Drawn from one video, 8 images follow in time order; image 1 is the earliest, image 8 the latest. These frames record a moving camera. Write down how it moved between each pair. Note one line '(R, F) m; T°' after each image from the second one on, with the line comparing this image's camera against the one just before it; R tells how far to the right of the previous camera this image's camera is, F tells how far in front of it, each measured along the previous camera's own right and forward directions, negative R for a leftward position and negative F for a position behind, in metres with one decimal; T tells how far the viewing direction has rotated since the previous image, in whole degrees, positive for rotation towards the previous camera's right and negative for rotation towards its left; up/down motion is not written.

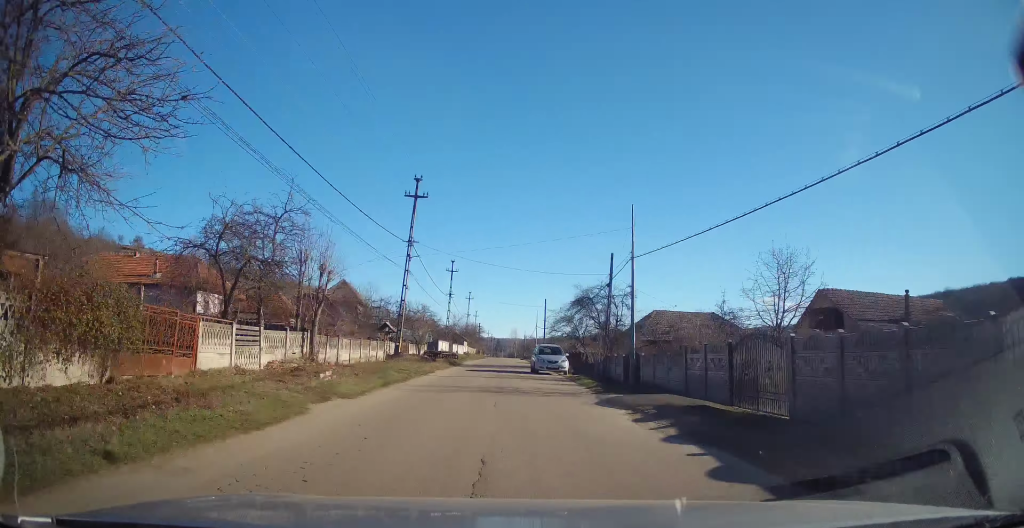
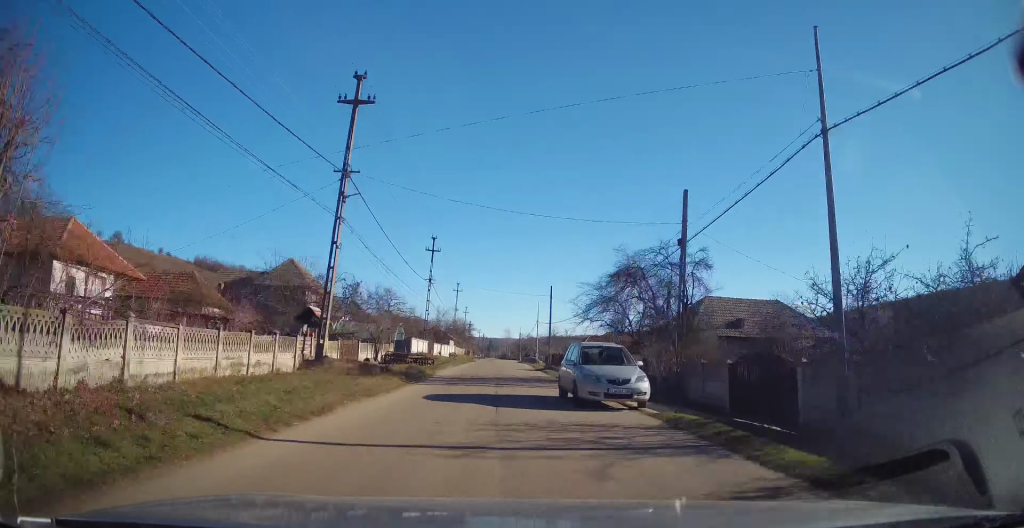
(+0.2, +14.9) m; +1°
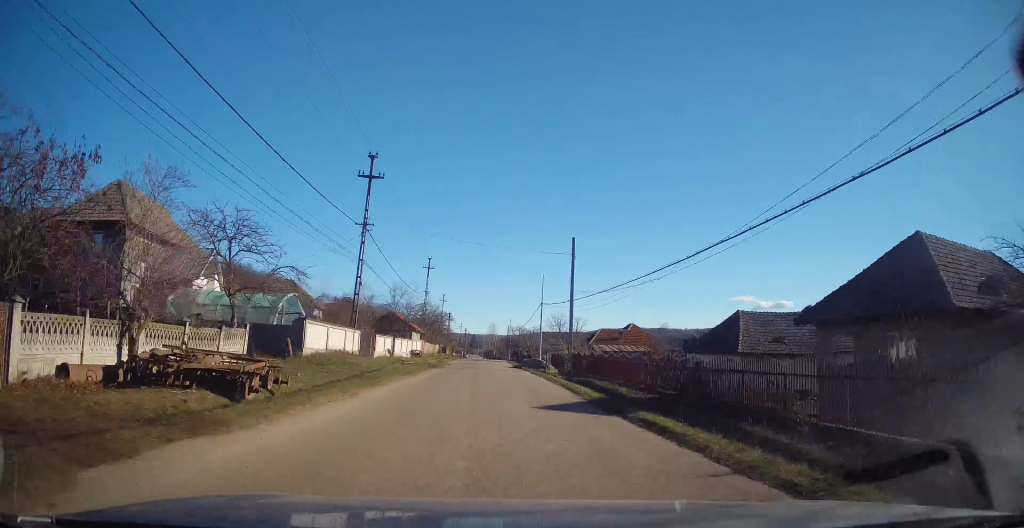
(0.0, +23.1) m; 0°
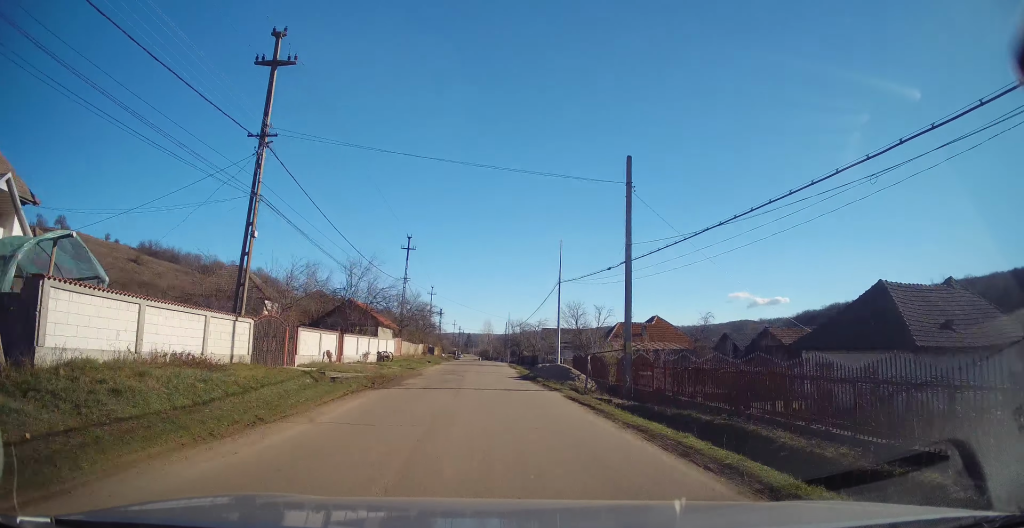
(+0.1, +14.1) m; +1°
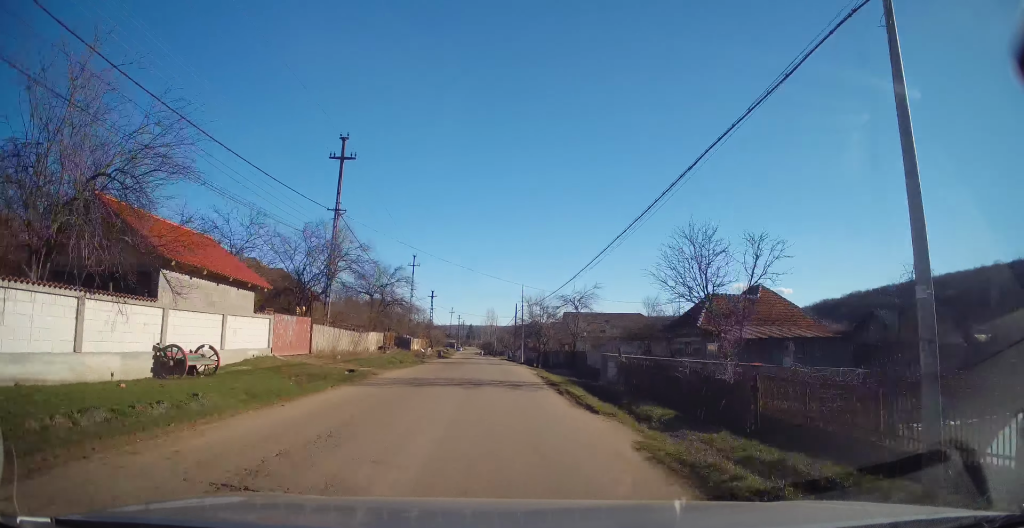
(+0.7, +26.7) m; +1°
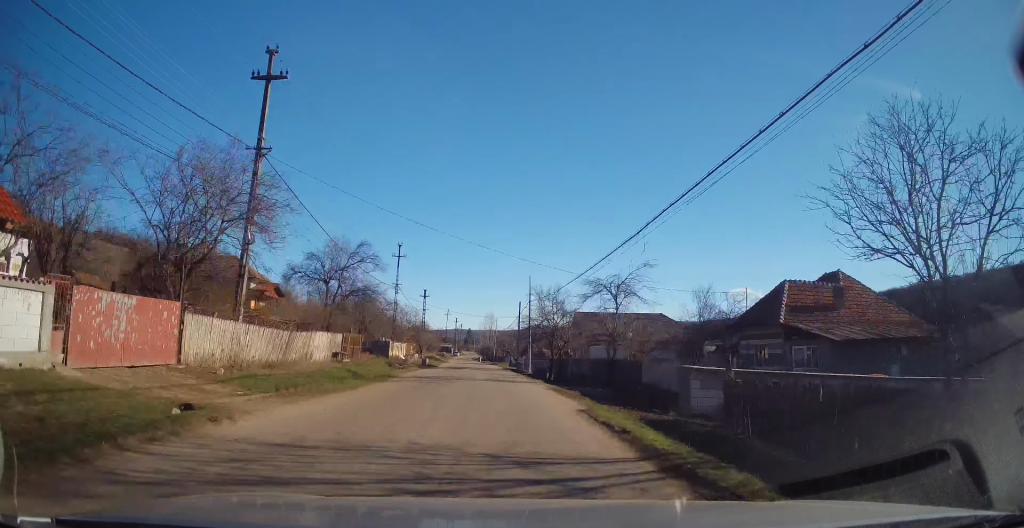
(-0.3, +10.9) m; -2°
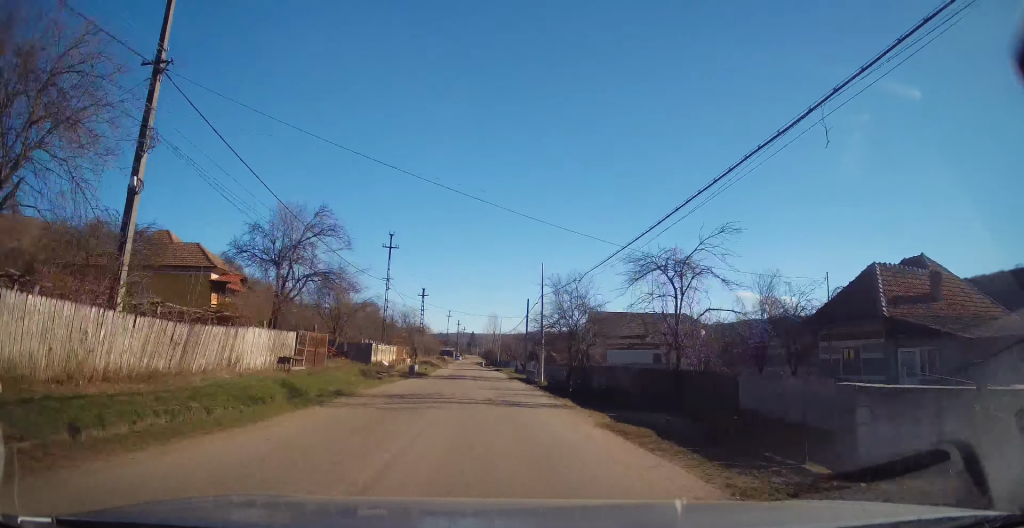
(0.0, +7.4) m; -1°
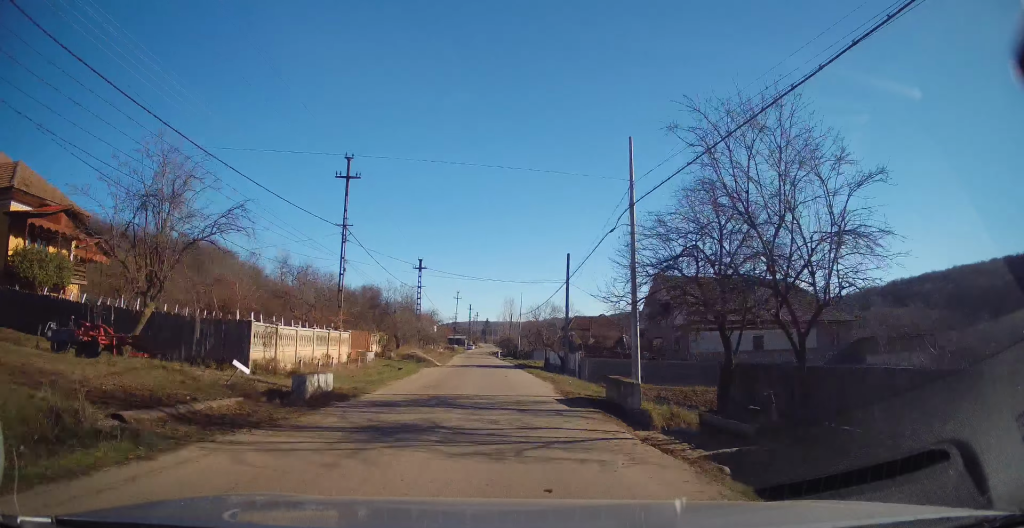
(-0.3, +19.8) m; 0°
